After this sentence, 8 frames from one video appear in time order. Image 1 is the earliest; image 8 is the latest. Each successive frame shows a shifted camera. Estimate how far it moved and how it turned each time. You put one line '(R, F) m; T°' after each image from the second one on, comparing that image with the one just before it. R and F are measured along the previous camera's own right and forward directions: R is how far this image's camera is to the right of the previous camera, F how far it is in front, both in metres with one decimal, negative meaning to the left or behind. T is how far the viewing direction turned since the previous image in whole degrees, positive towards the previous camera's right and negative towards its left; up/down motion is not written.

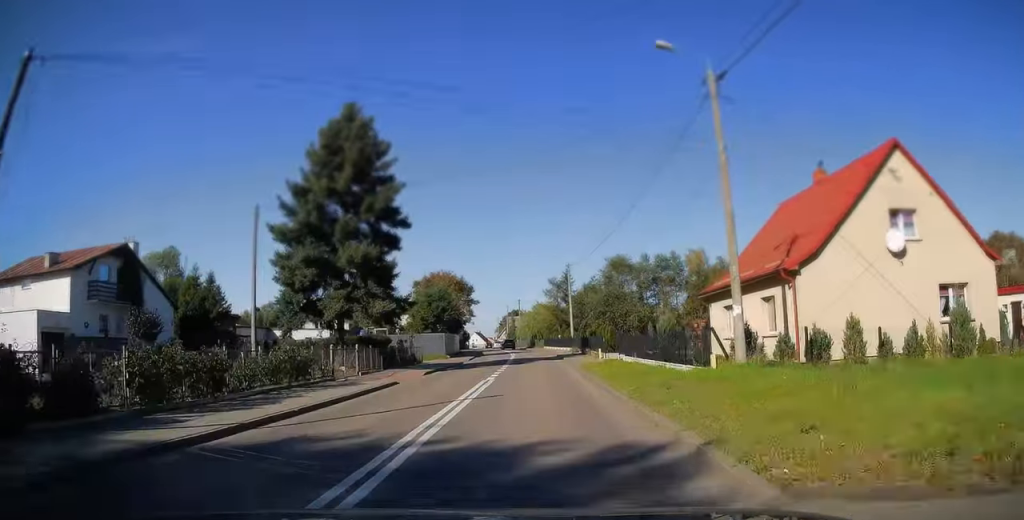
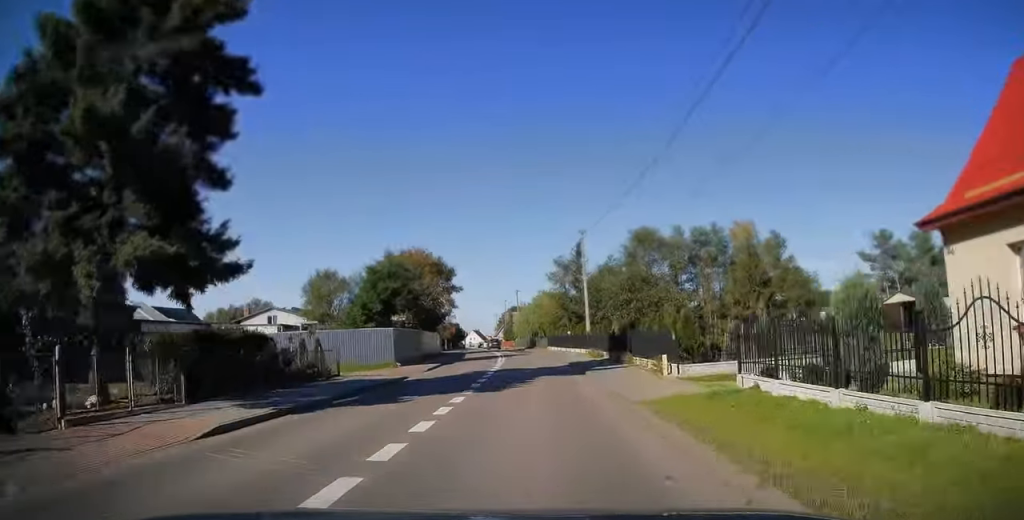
(+0.2, +18.1) m; 0°
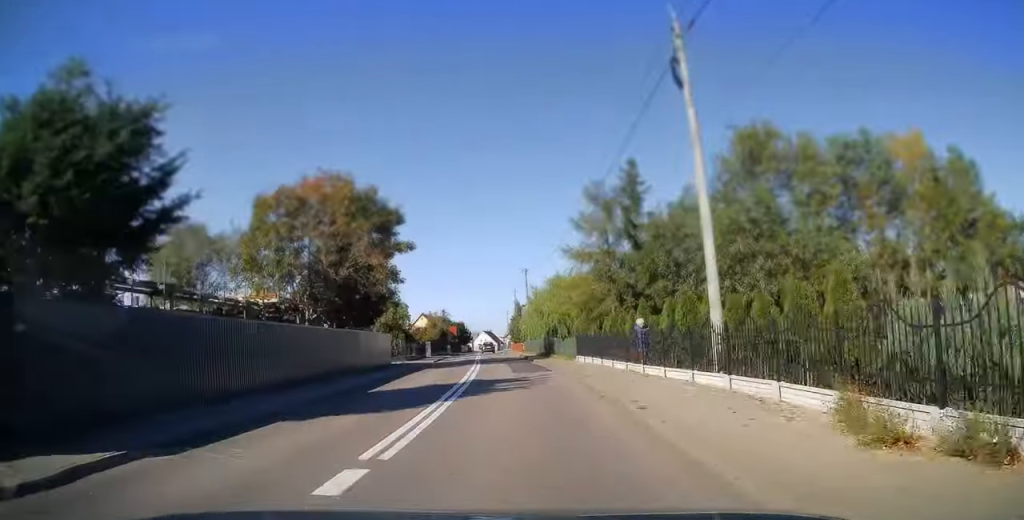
(-0.3, +27.9) m; -3°
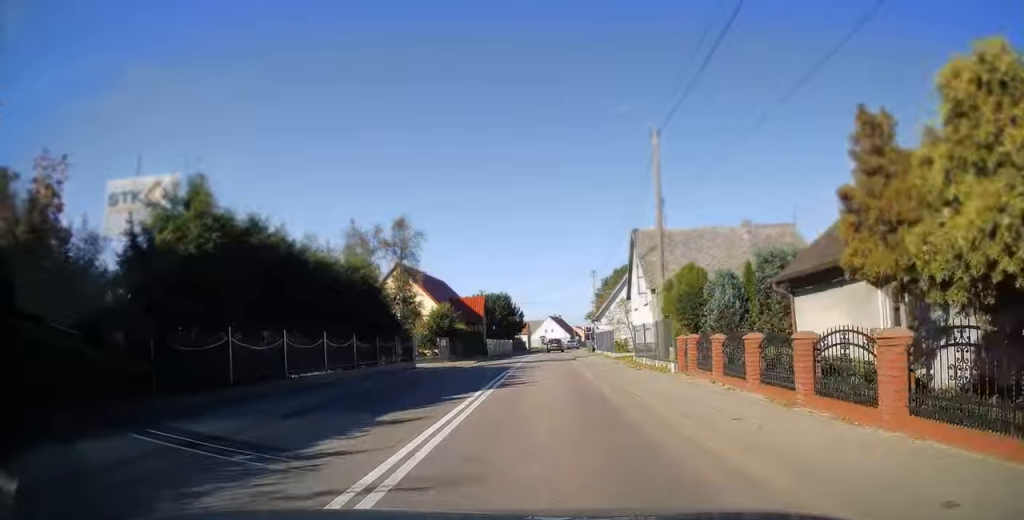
(-5.3, +74.7) m; -6°
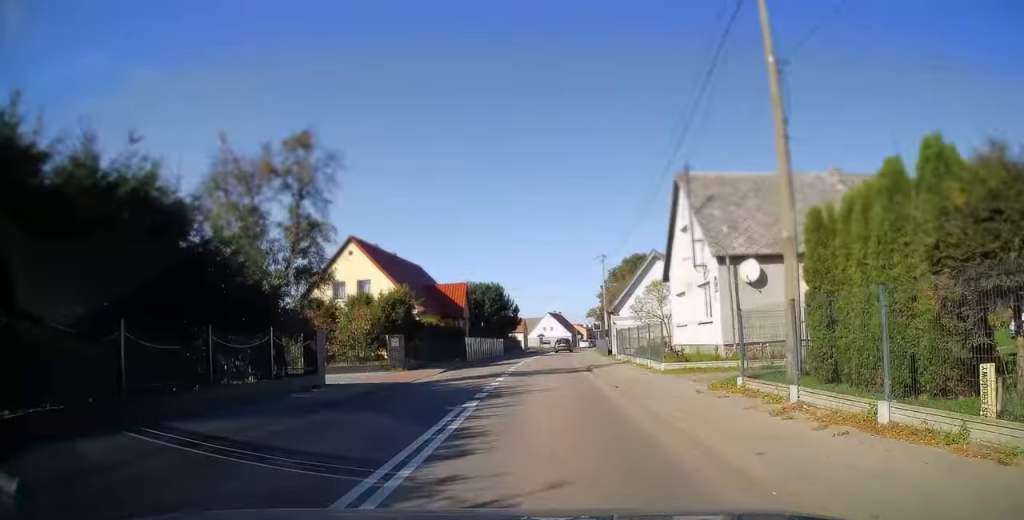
(0.0, +13.3) m; 0°
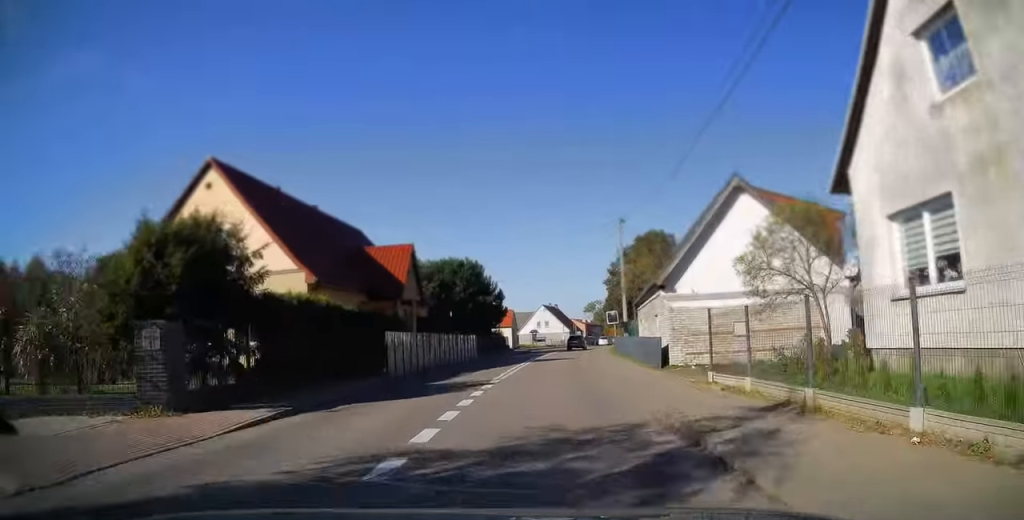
(0.0, +18.6) m; +1°
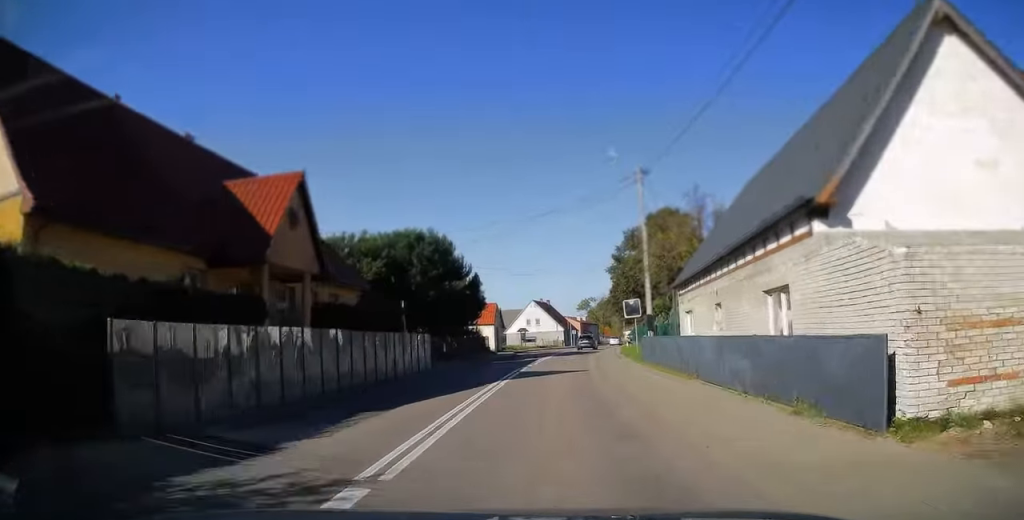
(+0.2, +13.5) m; +1°
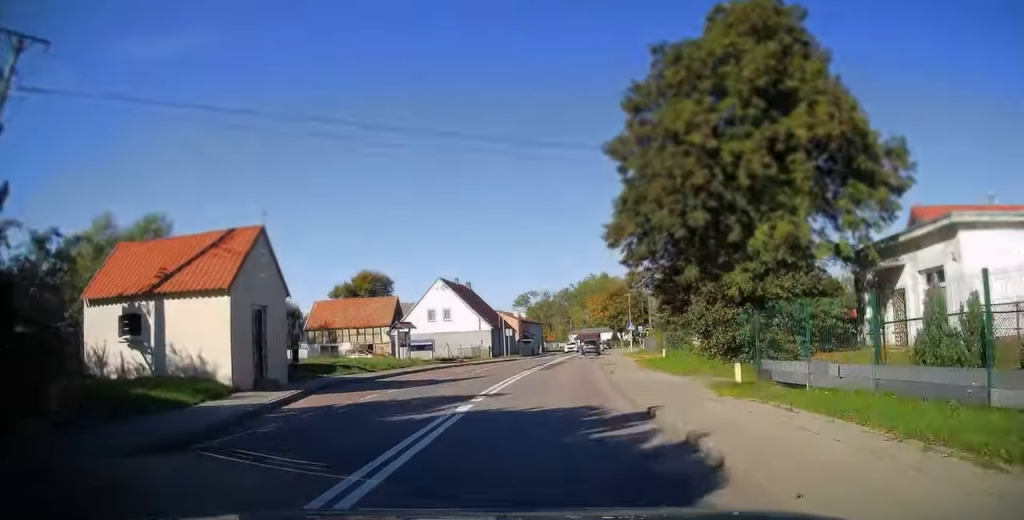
(+1.7, +42.5) m; +5°
